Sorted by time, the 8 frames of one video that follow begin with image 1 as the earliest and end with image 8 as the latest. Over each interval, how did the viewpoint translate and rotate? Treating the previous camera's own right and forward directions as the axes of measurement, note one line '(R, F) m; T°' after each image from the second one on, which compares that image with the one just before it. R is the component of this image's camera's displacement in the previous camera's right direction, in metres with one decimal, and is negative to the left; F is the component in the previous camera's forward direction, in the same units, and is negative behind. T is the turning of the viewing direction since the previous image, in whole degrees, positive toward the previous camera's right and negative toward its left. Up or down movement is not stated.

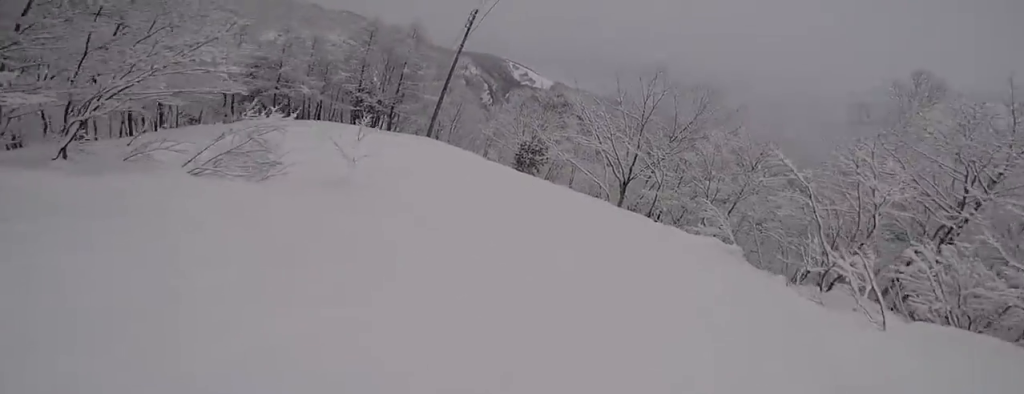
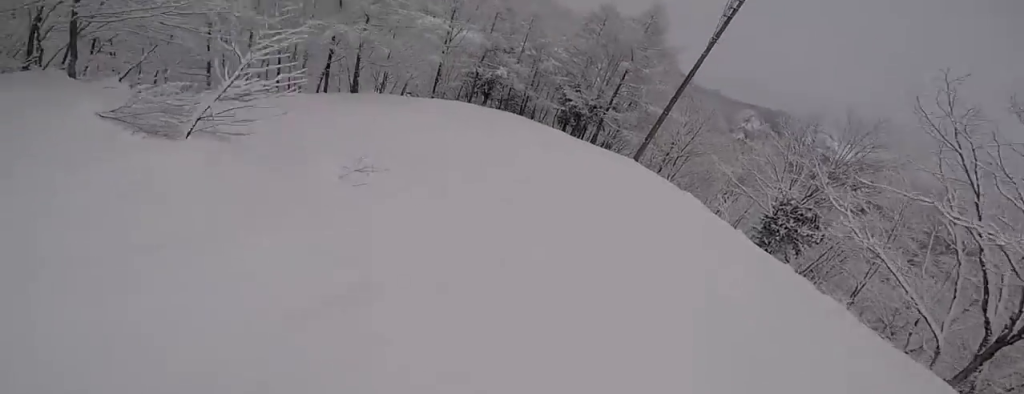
(-2.4, +7.4) m; -37°
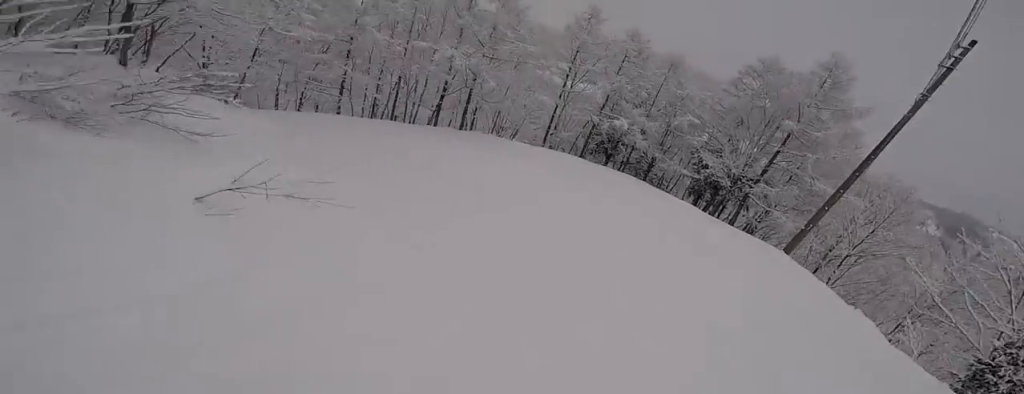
(-0.7, +3.2) m; -21°
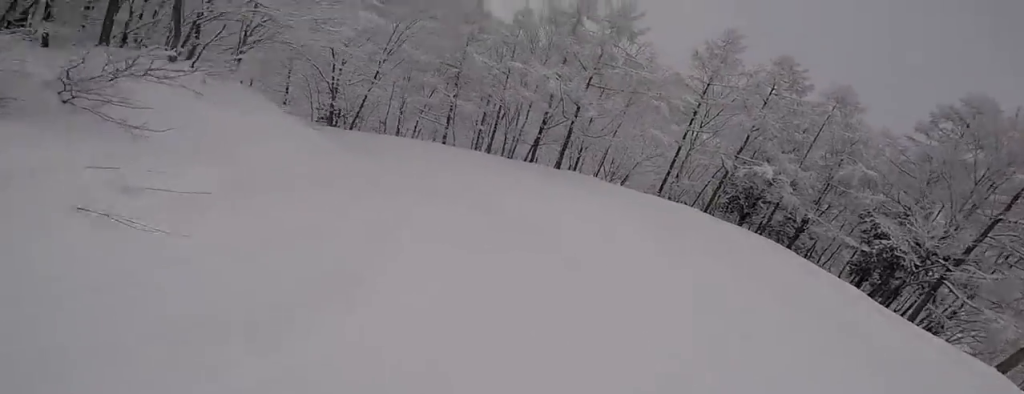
(+0.3, +2.9) m; -19°
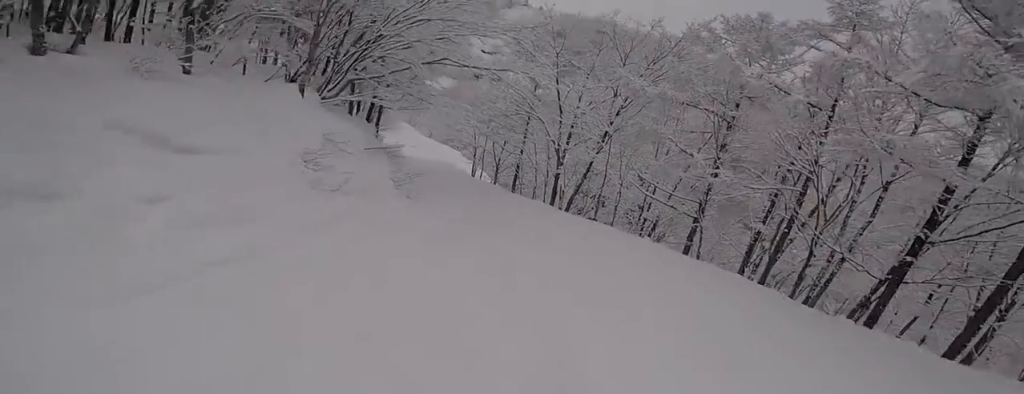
(-4.9, +6.6) m; -43°
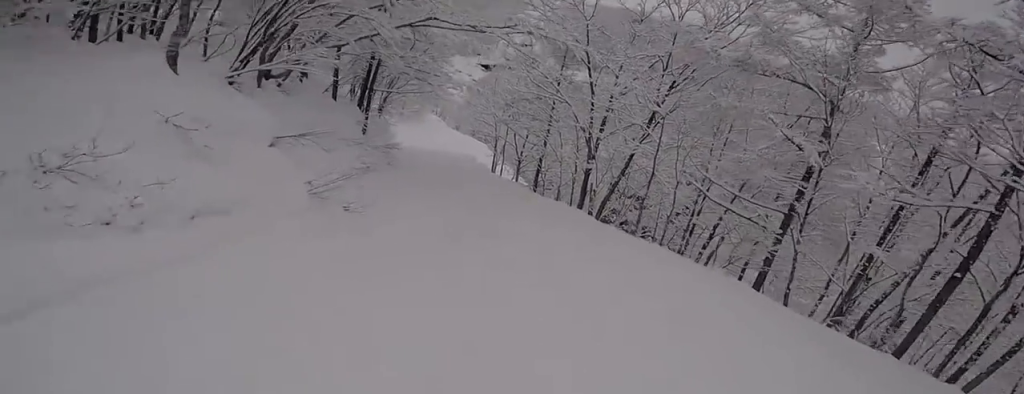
(-0.1, +3.4) m; -5°
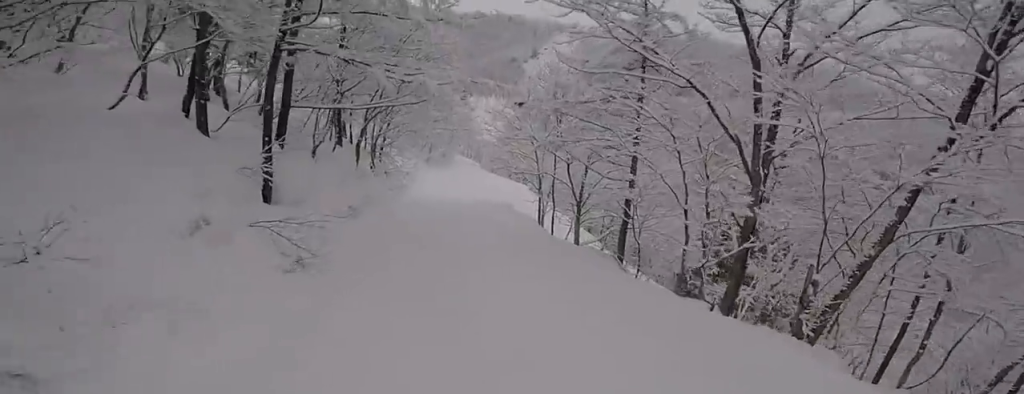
(-1.8, +8.3) m; -13°
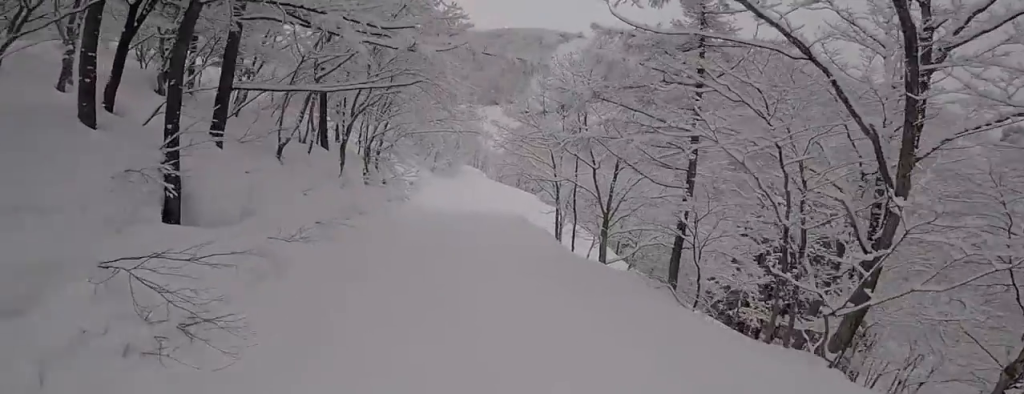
(0.0, +2.4) m; 0°
